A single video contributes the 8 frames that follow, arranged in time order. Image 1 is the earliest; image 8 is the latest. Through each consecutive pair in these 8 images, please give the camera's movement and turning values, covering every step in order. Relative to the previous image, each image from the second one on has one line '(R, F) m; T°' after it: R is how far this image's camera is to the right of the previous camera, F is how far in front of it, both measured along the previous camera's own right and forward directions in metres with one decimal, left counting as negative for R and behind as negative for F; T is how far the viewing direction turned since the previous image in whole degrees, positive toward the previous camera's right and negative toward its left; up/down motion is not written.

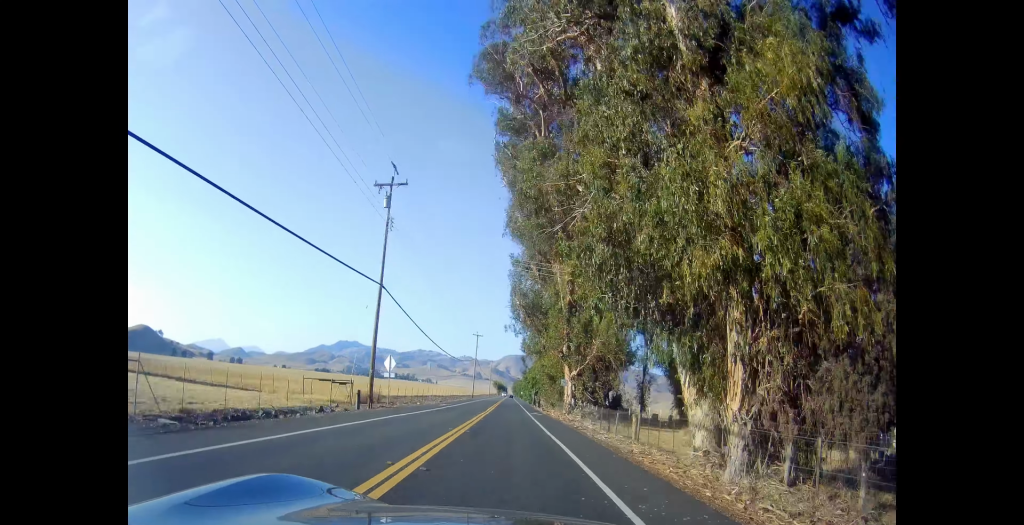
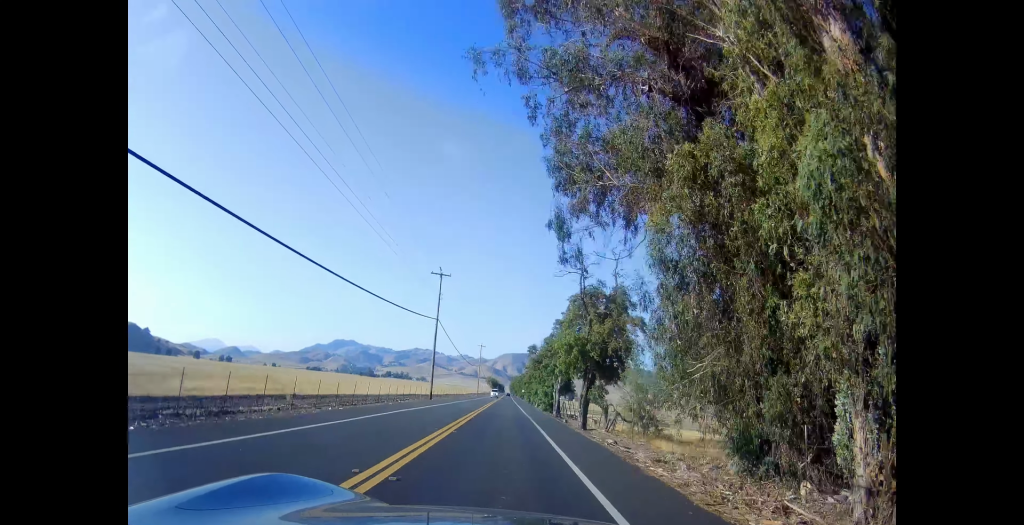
(0.0, +53.5) m; 0°
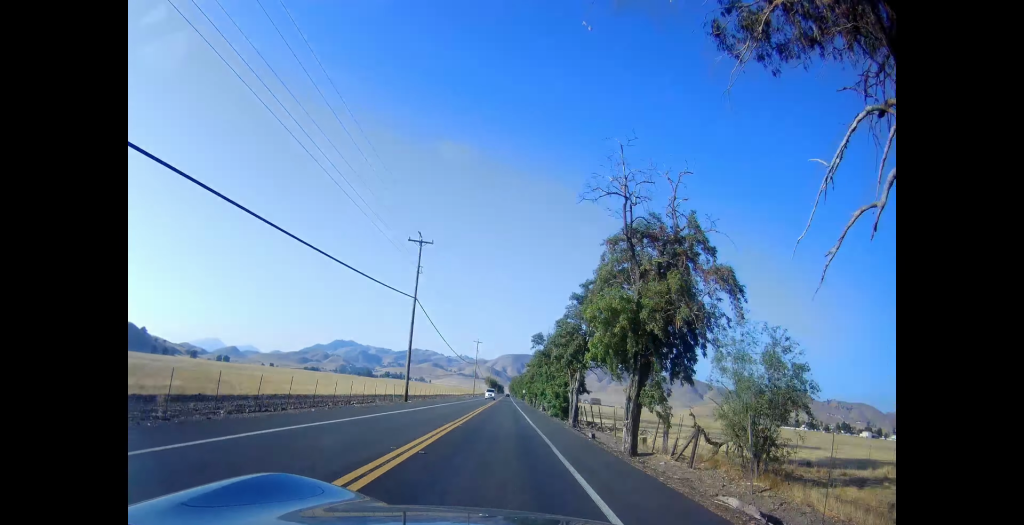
(0.0, +12.8) m; 0°
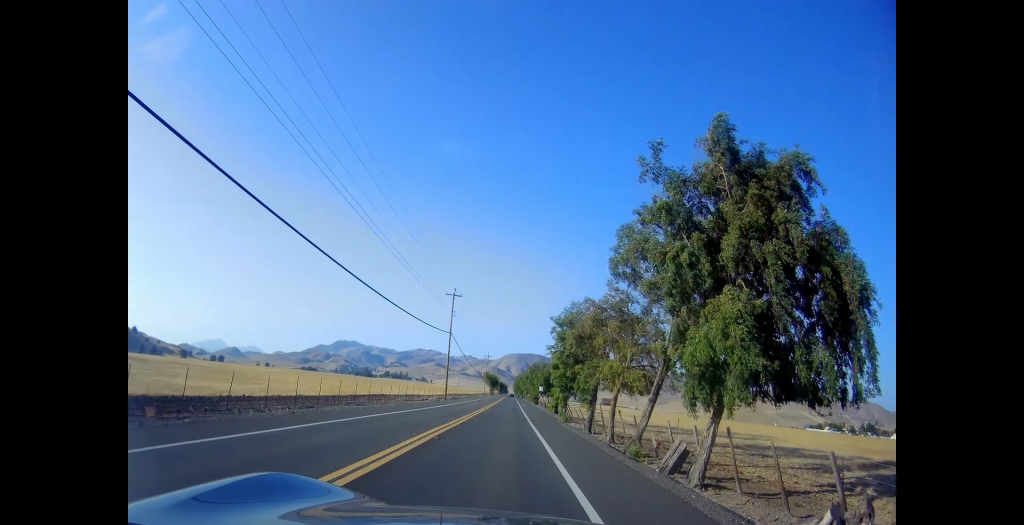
(+0.9, +58.2) m; +1°
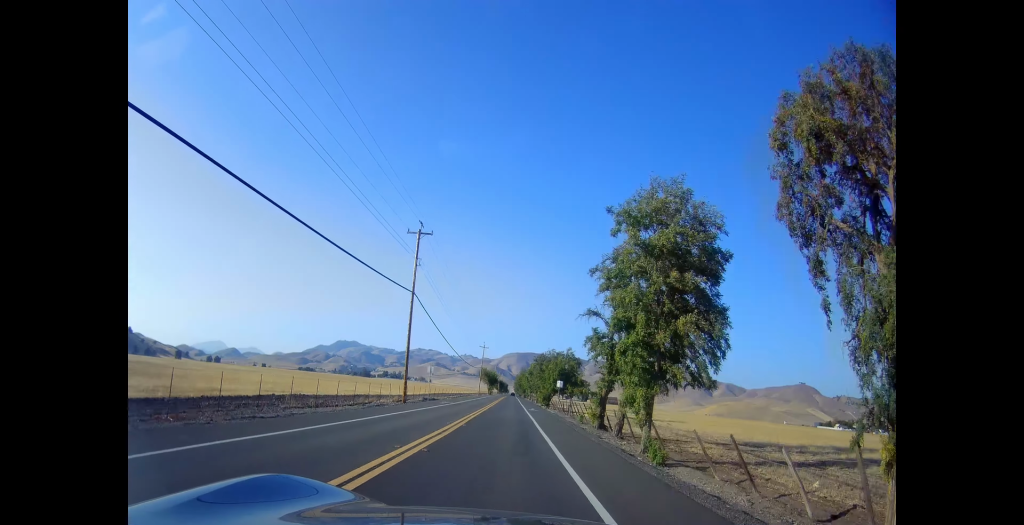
(-0.4, +25.5) m; -1°
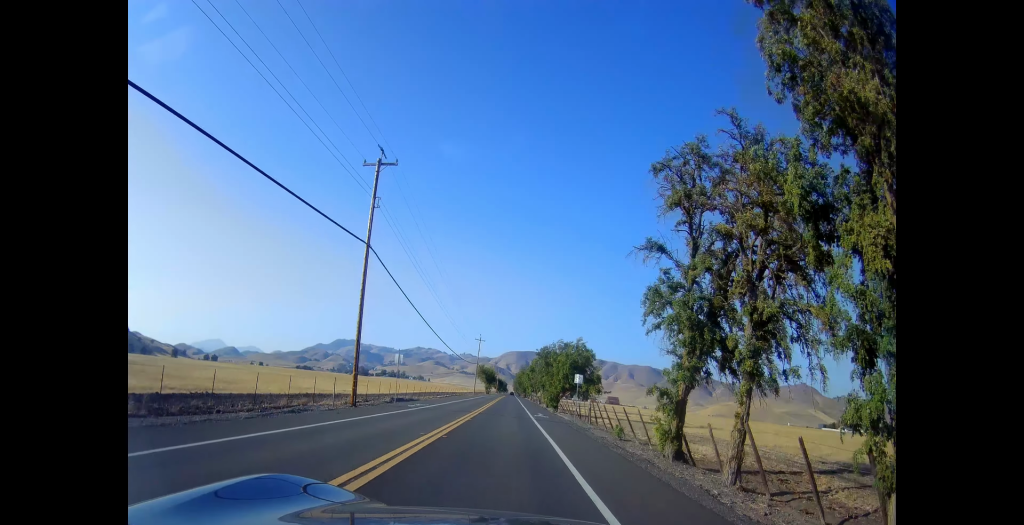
(0.0, +12.7) m; 0°
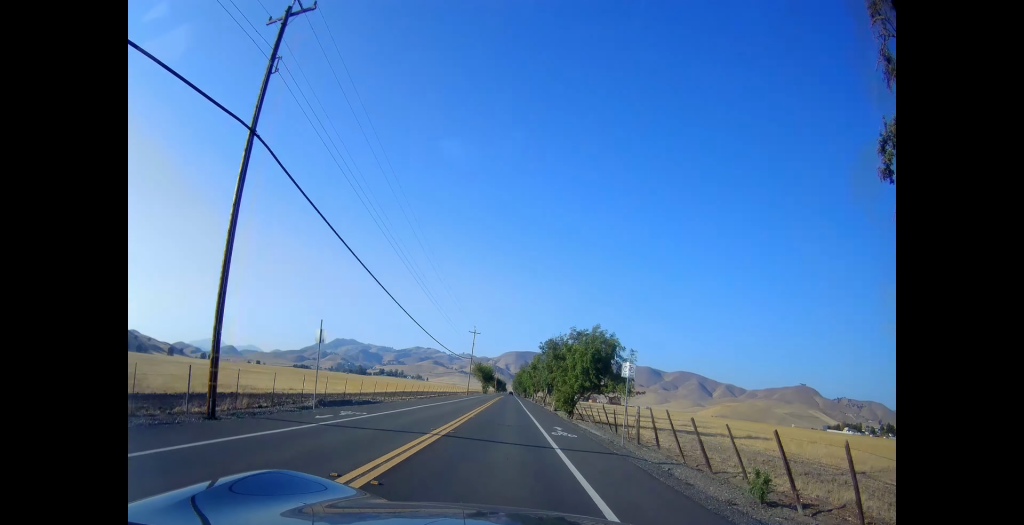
(0.0, +13.8) m; 0°
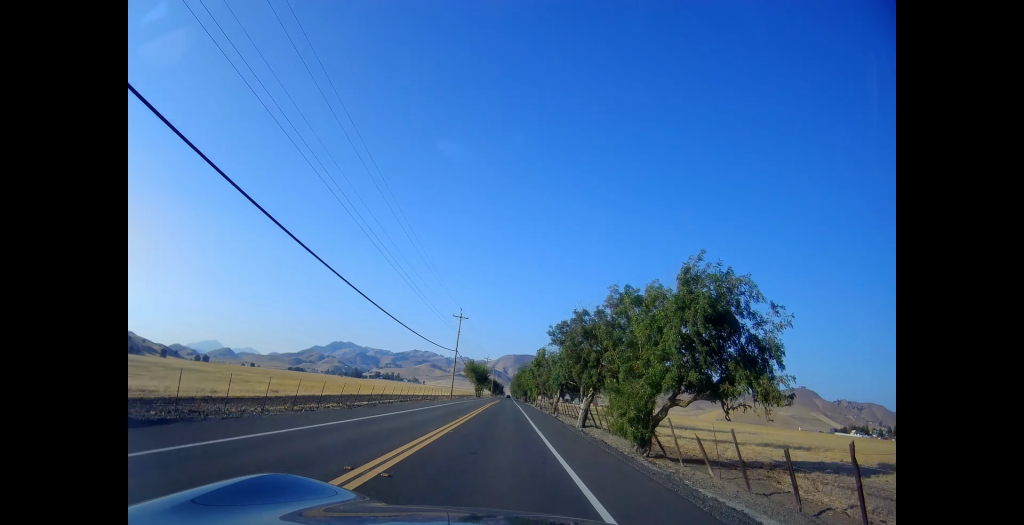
(0.0, +22.3) m; 0°
